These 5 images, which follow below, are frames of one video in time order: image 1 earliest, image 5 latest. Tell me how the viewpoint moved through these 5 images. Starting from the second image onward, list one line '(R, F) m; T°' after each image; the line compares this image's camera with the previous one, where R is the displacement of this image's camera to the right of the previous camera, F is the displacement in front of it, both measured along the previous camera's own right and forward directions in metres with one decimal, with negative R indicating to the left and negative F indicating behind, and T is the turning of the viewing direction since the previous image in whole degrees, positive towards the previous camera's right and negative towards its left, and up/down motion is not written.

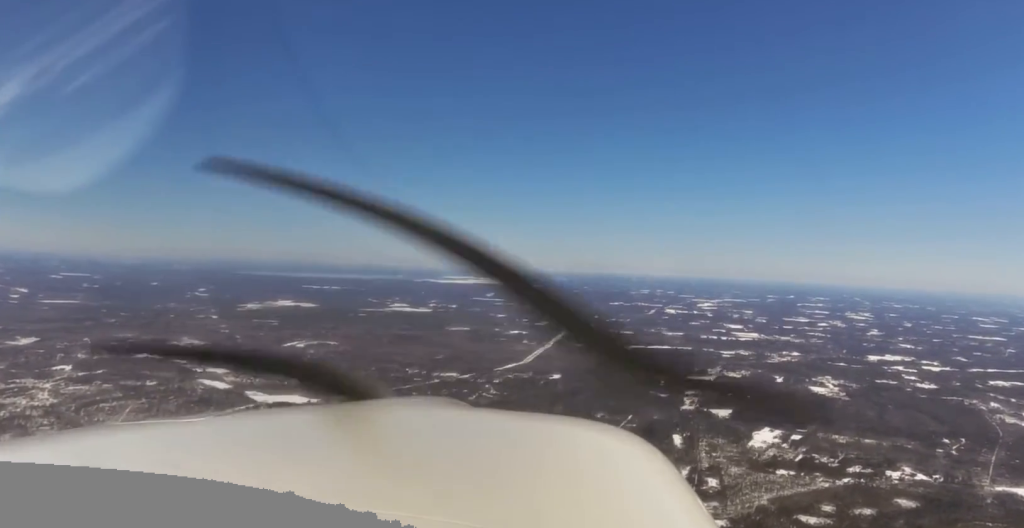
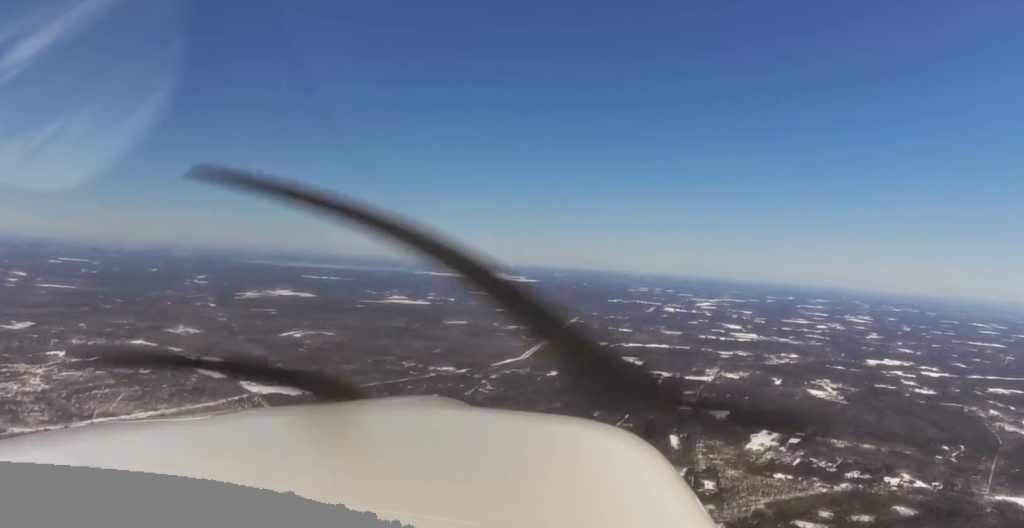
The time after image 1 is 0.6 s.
(-0.1, +39.6) m; 0°
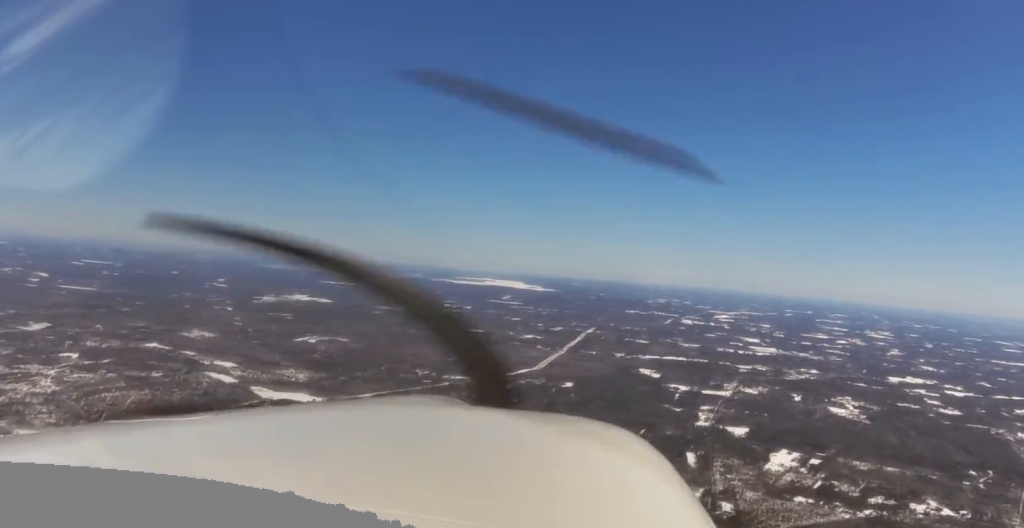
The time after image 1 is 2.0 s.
(+1.8, +94.7) m; +1°
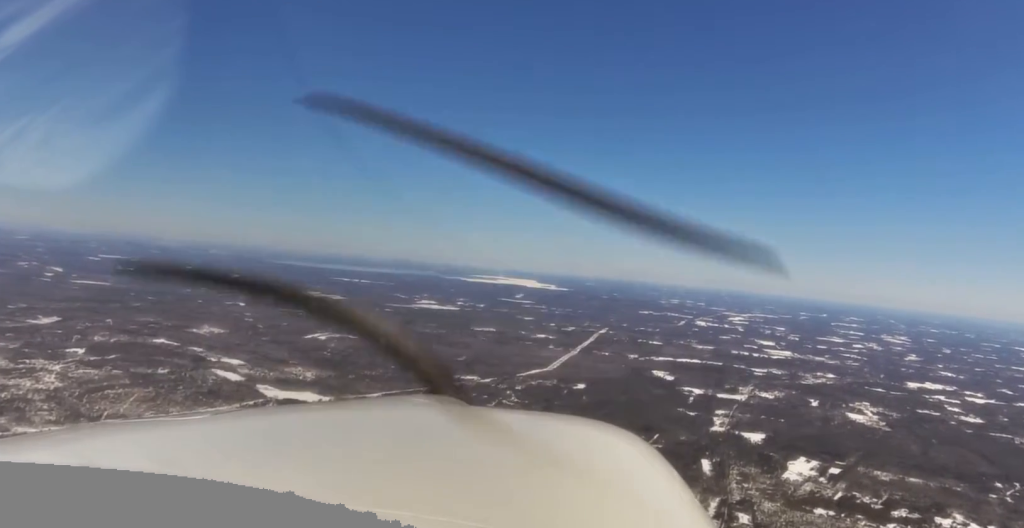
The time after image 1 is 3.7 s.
(0.0, +113.4) m; 0°
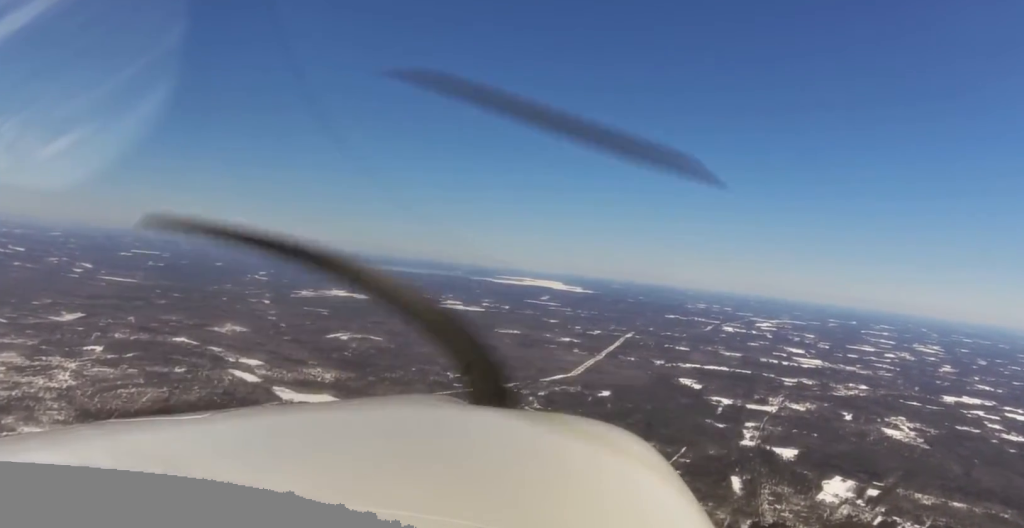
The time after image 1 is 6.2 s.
(+0.3, +167.4) m; 0°
